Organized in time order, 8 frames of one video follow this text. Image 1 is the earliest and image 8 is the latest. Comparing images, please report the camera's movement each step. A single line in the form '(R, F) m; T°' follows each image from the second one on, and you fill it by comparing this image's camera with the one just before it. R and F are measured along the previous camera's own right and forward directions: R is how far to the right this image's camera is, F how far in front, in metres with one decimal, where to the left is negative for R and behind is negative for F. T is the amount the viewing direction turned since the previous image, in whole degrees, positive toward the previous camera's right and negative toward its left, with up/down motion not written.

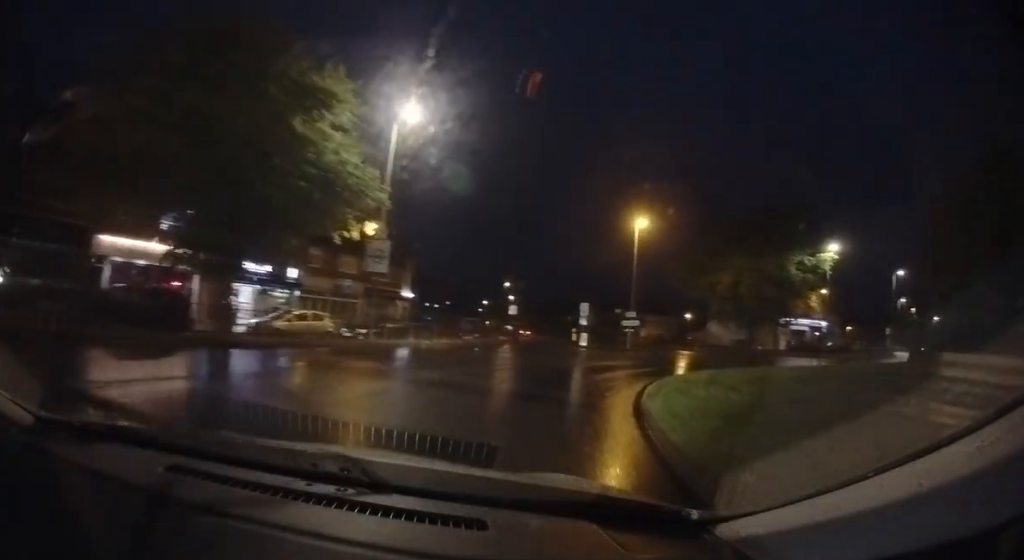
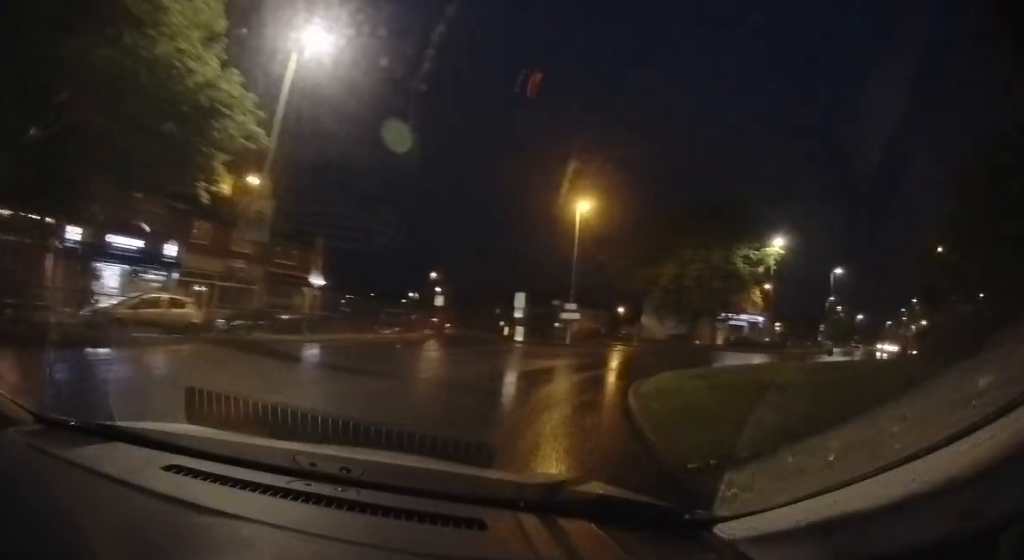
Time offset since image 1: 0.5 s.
(+0.1, +3.5) m; +9°
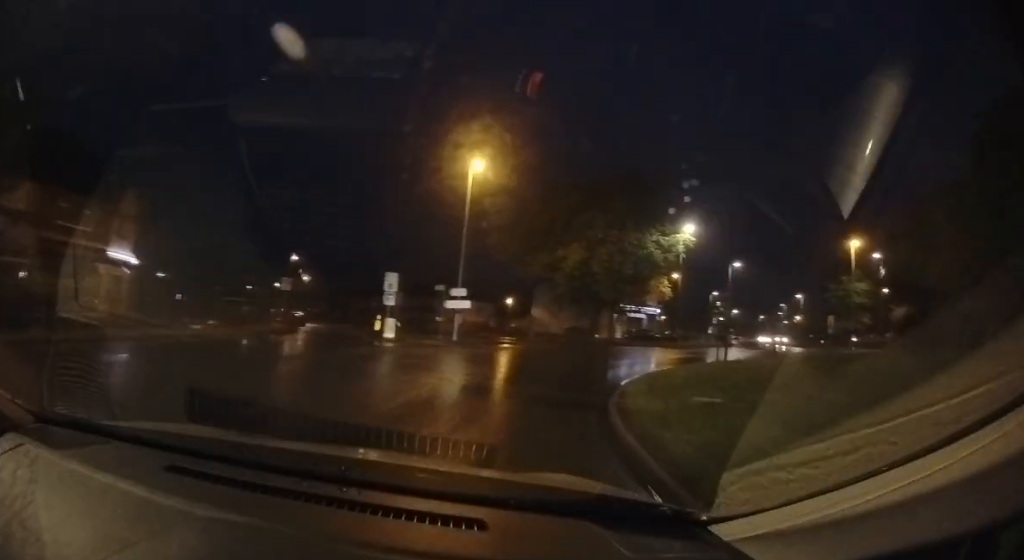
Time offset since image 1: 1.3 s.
(+1.0, +6.1) m; +18°
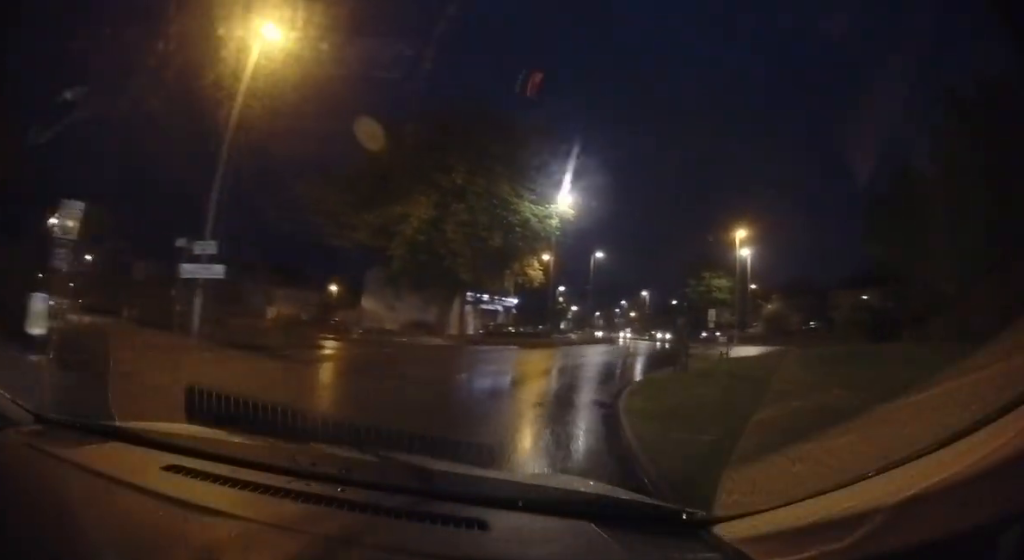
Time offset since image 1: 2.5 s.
(+1.7, +7.1) m; +32°
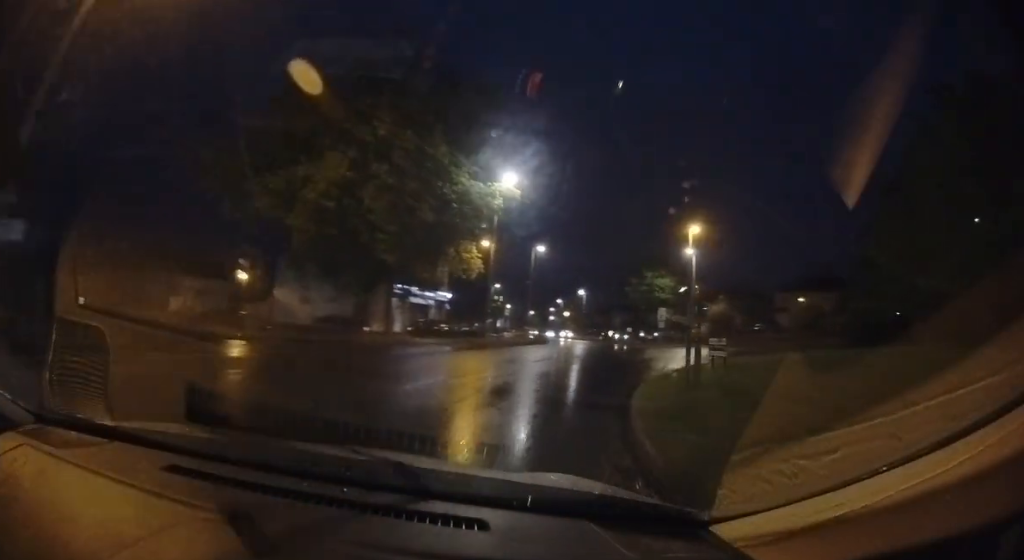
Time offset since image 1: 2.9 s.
(+0.7, +2.9) m; +14°
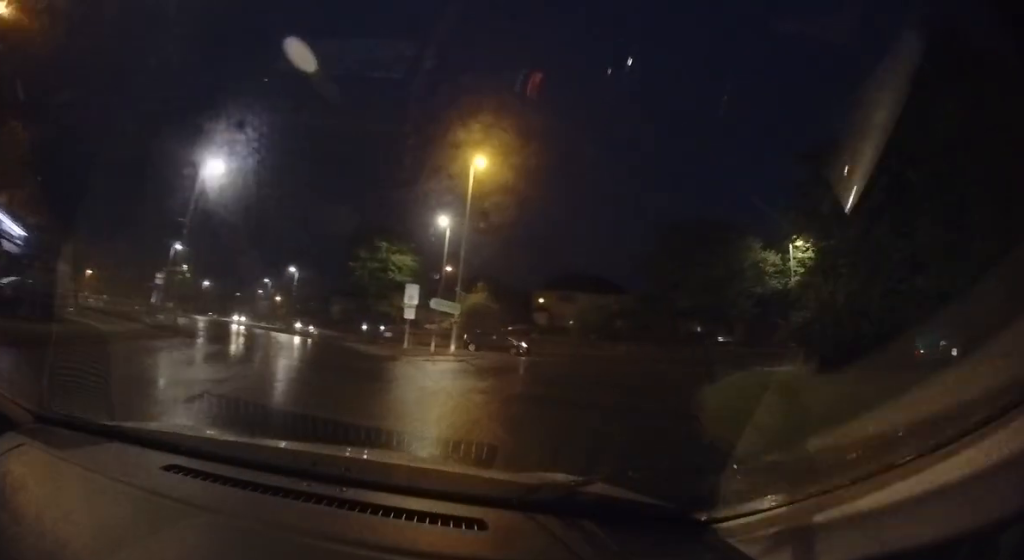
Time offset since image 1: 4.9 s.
(+6.3, +13.1) m; +44°
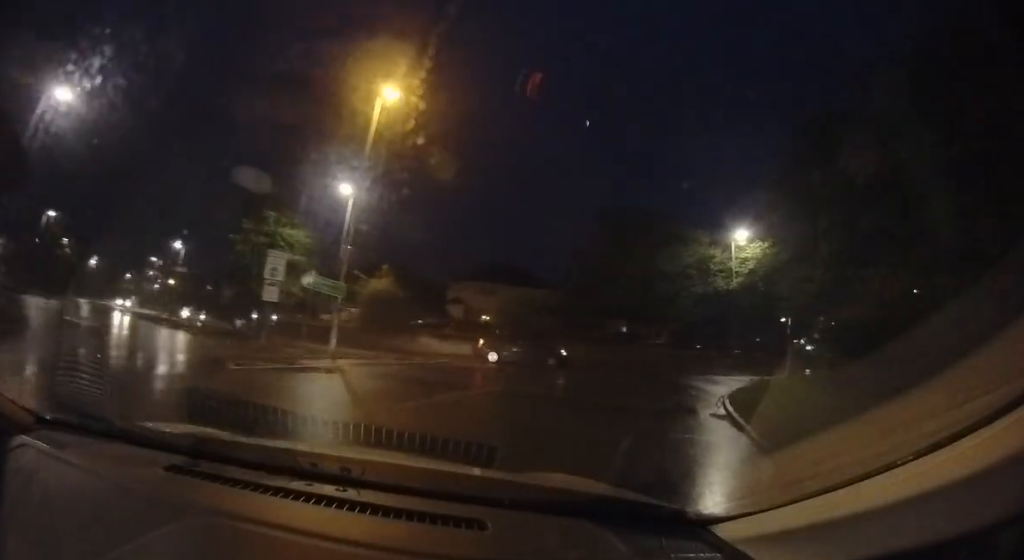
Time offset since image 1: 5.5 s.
(+0.5, +5.4) m; +12°
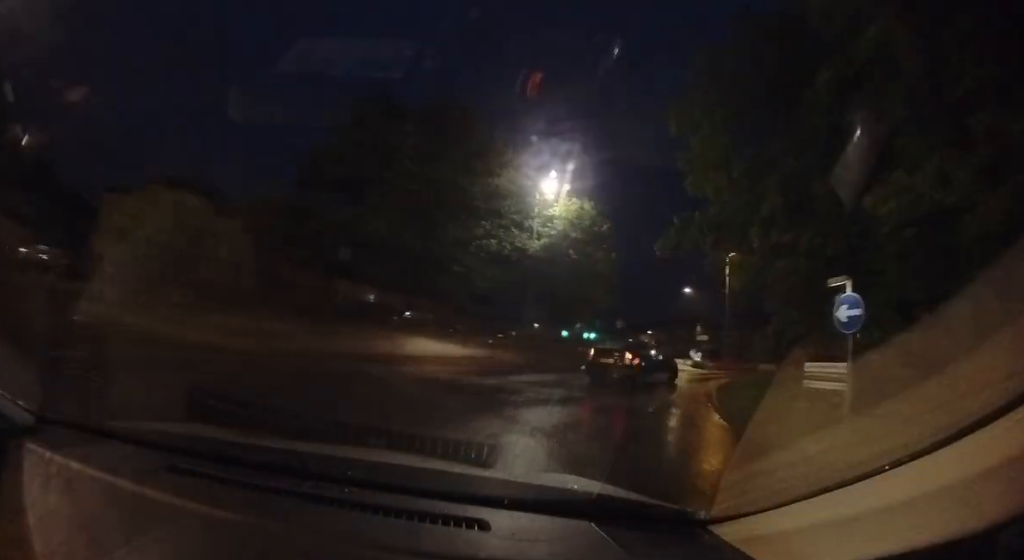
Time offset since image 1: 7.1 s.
(+4.0, +12.3) m; +33°
